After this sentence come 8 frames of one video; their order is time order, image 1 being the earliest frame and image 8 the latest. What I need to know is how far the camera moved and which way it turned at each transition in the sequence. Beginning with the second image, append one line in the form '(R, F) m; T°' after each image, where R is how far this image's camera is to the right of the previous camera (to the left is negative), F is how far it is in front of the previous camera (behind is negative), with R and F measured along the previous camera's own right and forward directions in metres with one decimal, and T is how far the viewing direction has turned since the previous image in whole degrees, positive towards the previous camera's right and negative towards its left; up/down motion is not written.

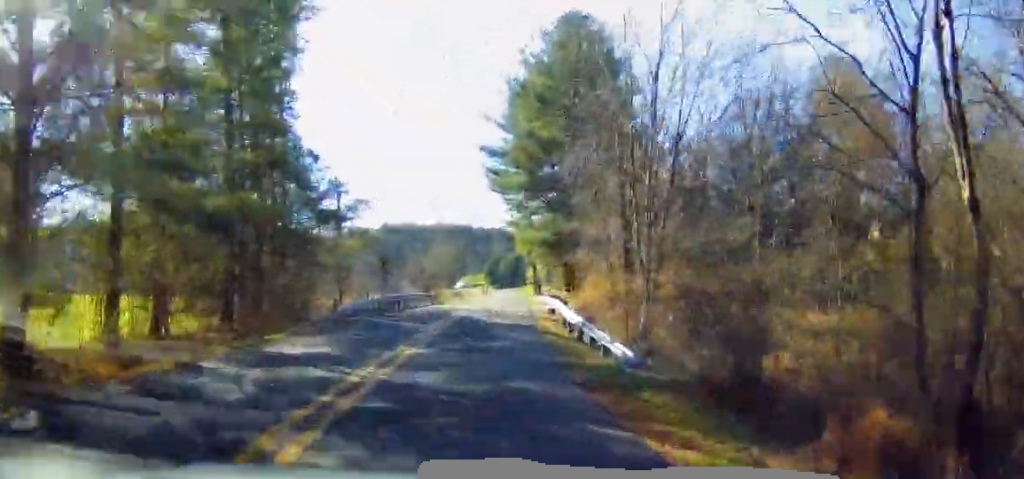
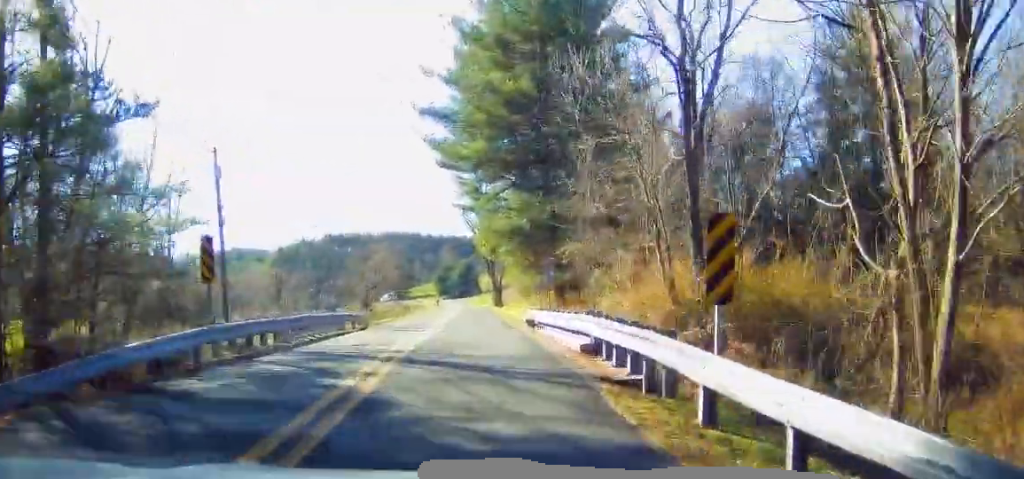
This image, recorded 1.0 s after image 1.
(+0.5, +17.5) m; +2°
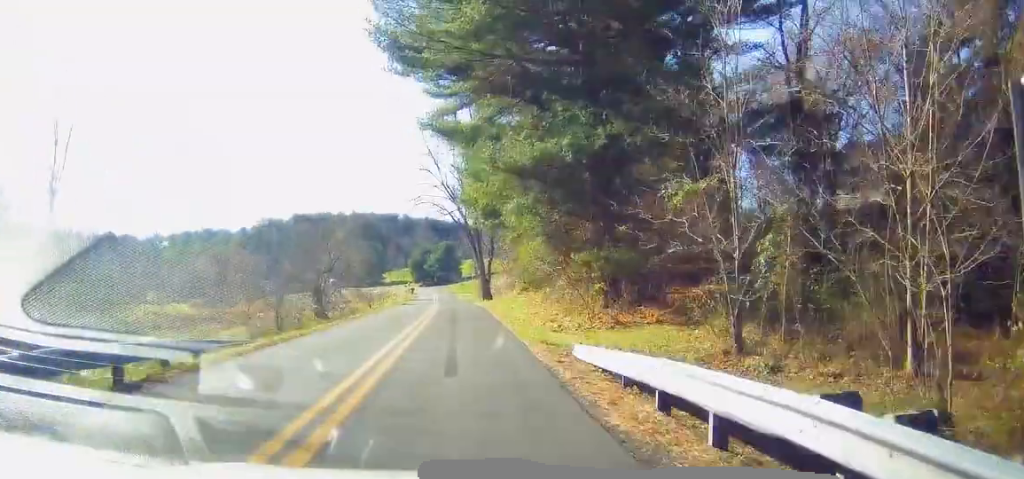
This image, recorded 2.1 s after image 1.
(+0.2, +20.5) m; +1°
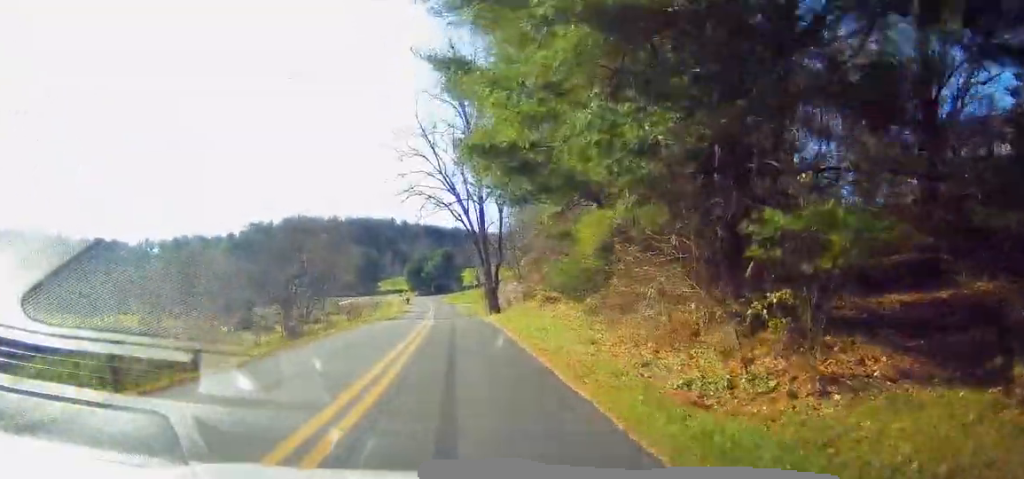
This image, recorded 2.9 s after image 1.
(0.0, +13.6) m; 0°
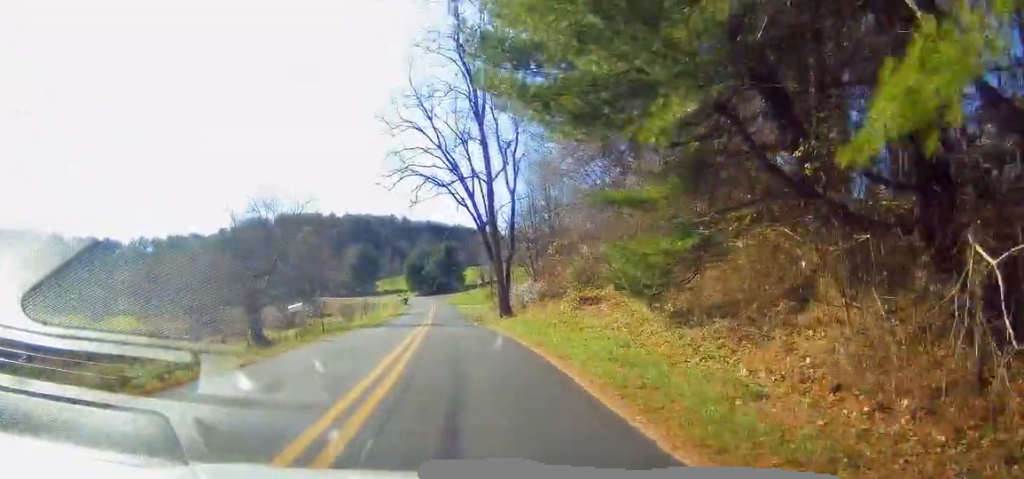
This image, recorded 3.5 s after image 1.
(0.0, +10.6) m; 0°
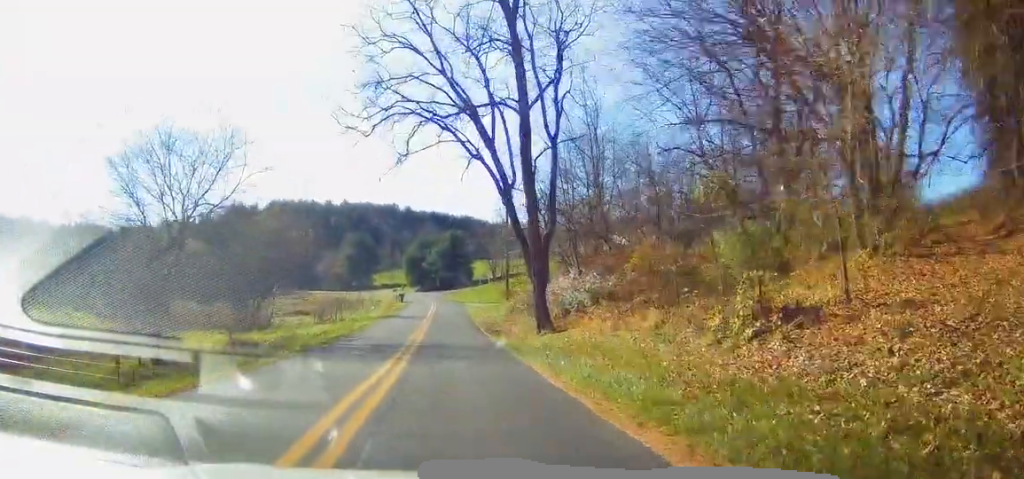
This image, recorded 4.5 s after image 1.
(+0.2, +18.1) m; +1°
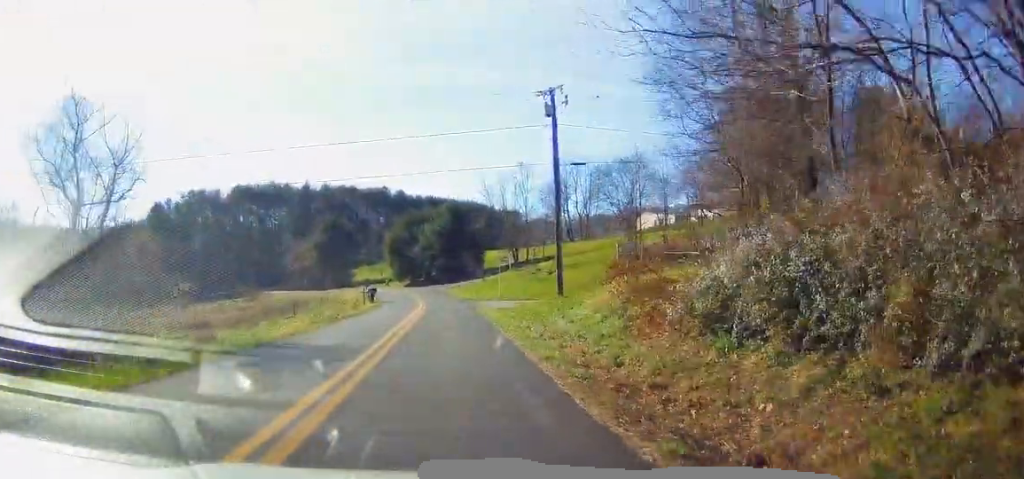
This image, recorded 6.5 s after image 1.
(0.0, +35.4) m; -1°
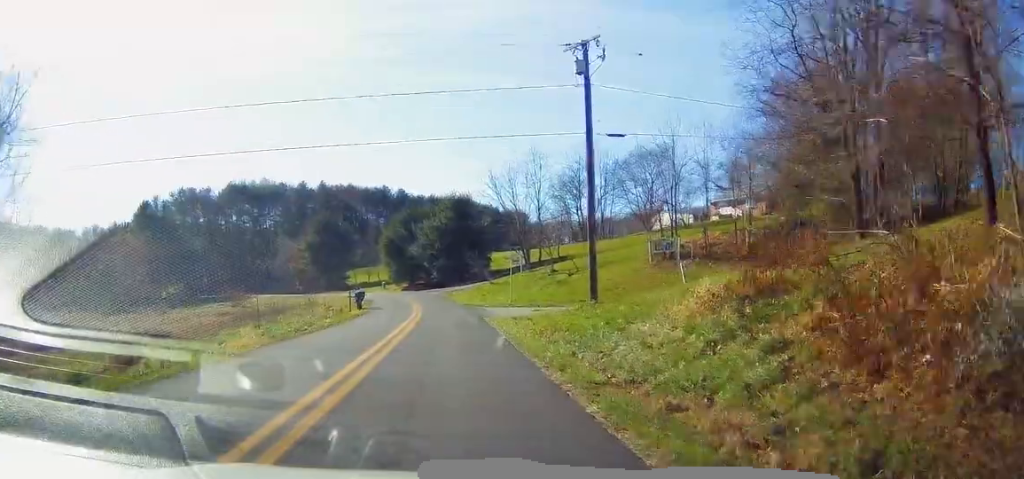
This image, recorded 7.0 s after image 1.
(-0.1, +8.7) m; -1°
